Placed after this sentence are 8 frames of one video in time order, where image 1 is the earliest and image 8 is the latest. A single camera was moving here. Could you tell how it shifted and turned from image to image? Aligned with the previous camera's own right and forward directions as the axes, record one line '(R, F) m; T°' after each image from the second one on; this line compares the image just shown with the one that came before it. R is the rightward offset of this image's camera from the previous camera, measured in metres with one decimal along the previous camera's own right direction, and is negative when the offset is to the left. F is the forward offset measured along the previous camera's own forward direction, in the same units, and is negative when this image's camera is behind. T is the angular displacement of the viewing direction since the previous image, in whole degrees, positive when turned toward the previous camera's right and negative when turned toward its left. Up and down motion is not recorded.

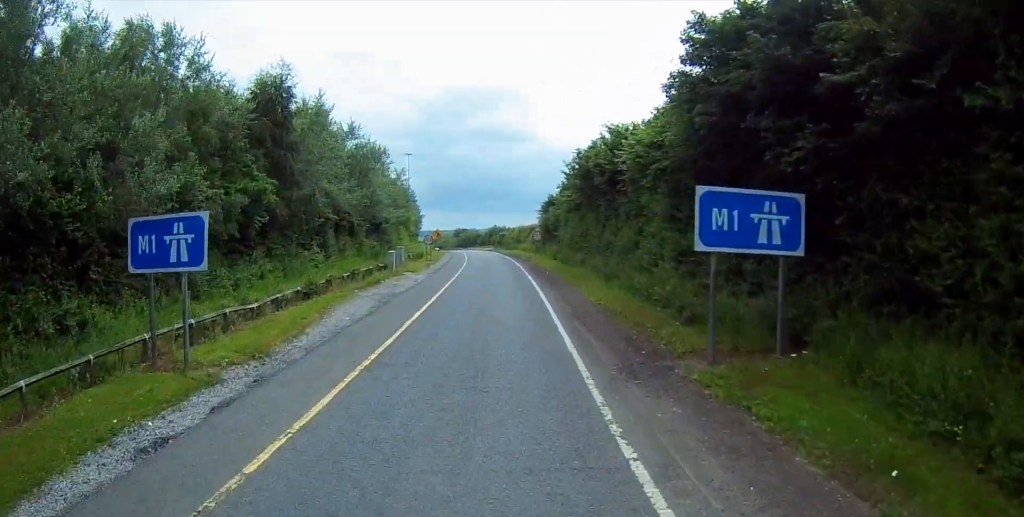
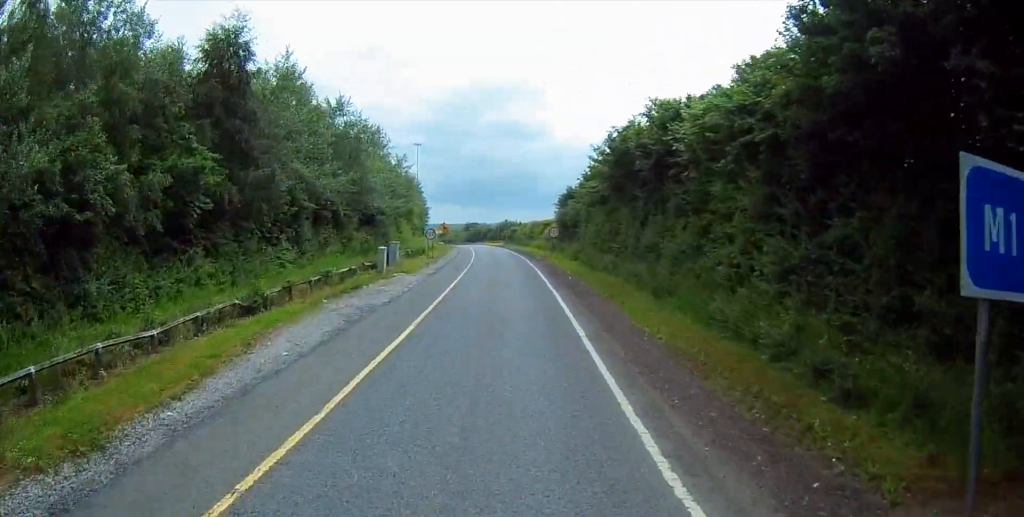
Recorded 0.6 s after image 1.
(-0.2, +6.8) m; -3°
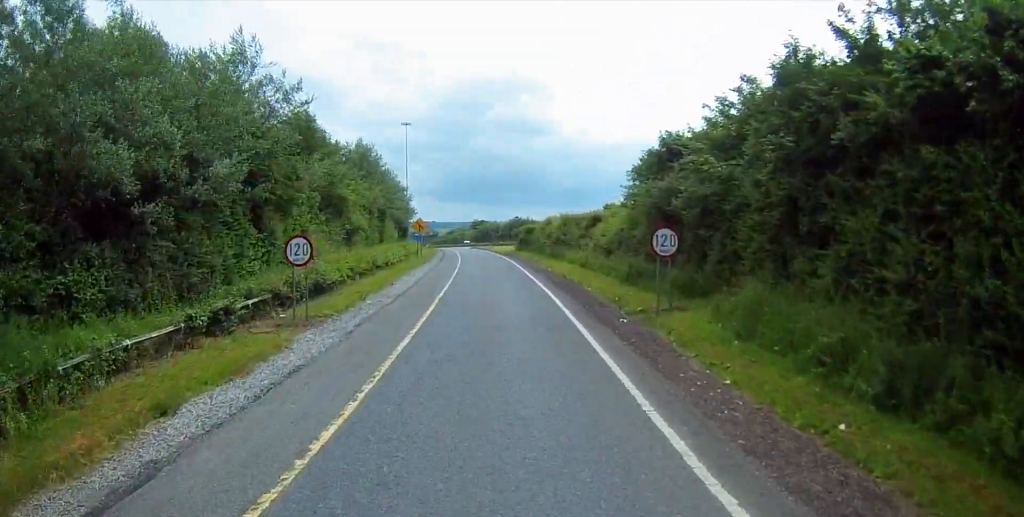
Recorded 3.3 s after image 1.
(-1.2, +34.9) m; -1°
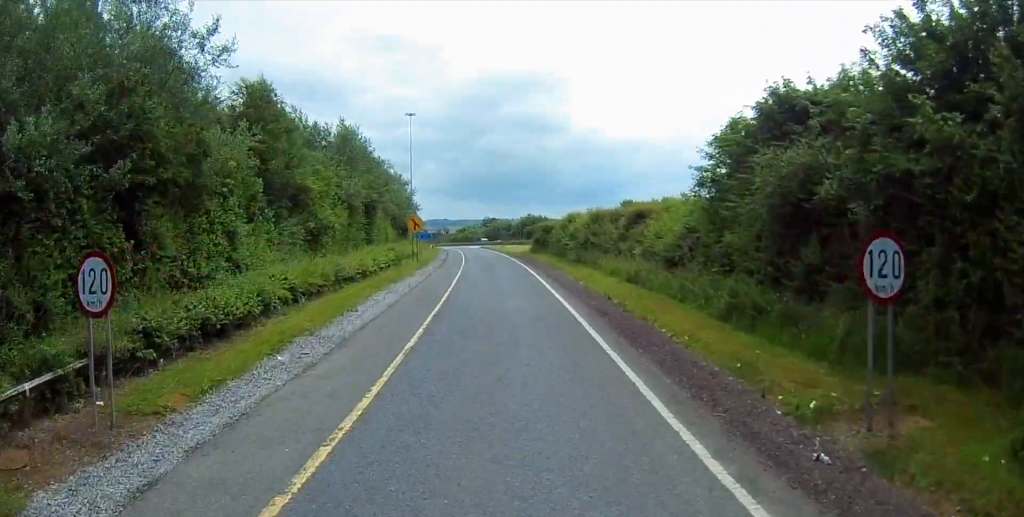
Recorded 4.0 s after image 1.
(+0.2, +10.2) m; 0°
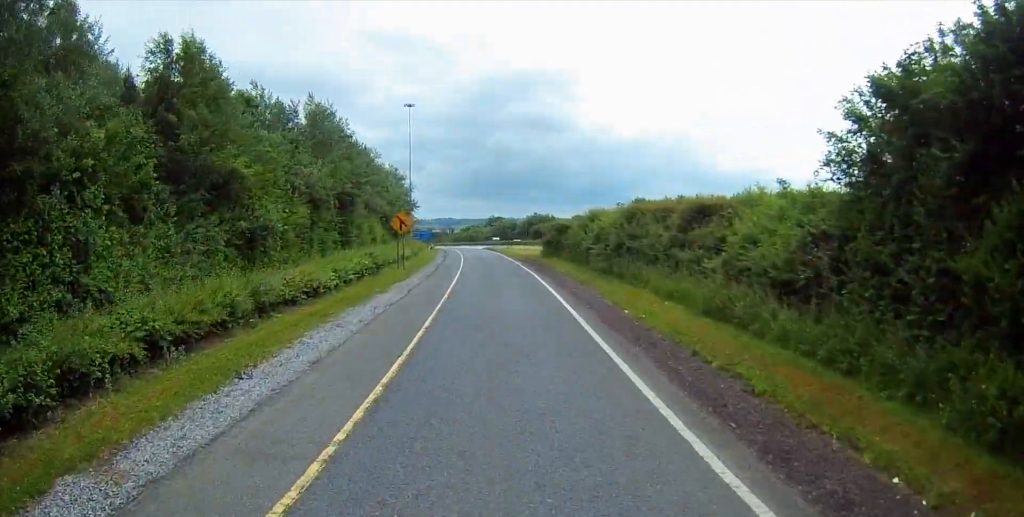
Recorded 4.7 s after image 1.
(0.0, +9.1) m; -1°
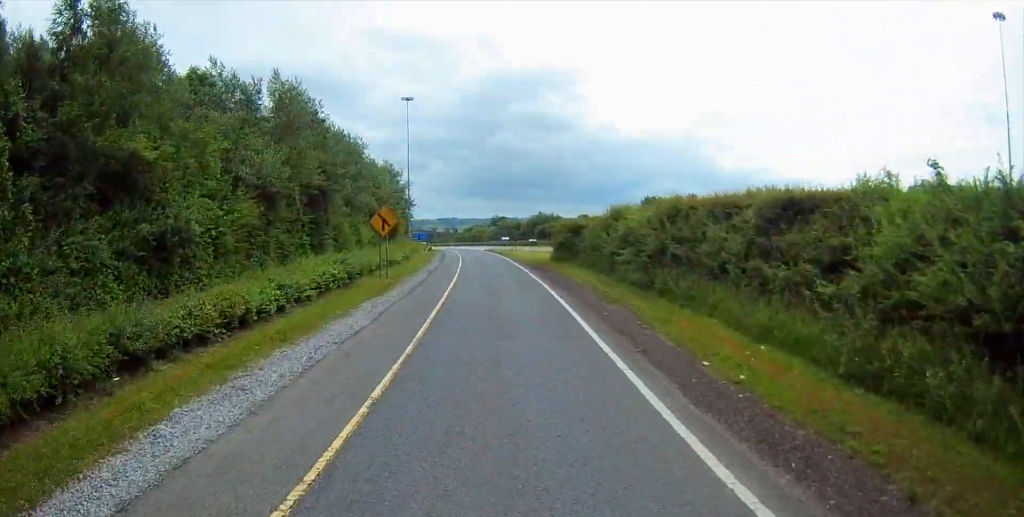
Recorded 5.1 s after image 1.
(-0.1, +6.9) m; -1°
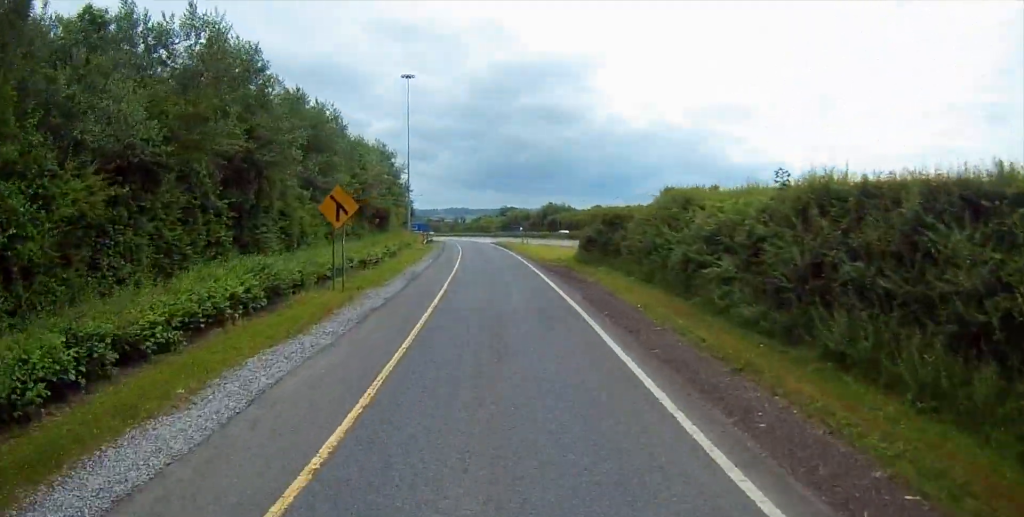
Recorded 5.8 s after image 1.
(-0.2, +10.7) m; -1°
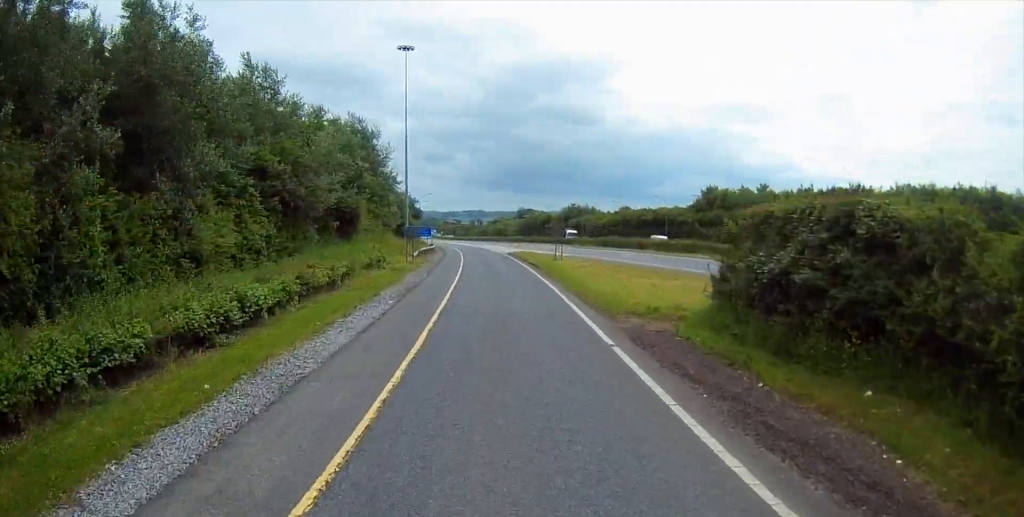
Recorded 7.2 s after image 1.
(-0.4, +20.9) m; -2°
